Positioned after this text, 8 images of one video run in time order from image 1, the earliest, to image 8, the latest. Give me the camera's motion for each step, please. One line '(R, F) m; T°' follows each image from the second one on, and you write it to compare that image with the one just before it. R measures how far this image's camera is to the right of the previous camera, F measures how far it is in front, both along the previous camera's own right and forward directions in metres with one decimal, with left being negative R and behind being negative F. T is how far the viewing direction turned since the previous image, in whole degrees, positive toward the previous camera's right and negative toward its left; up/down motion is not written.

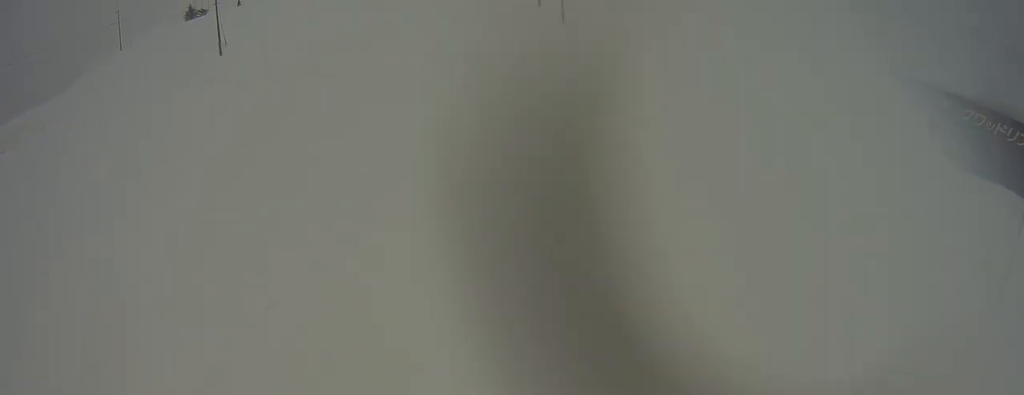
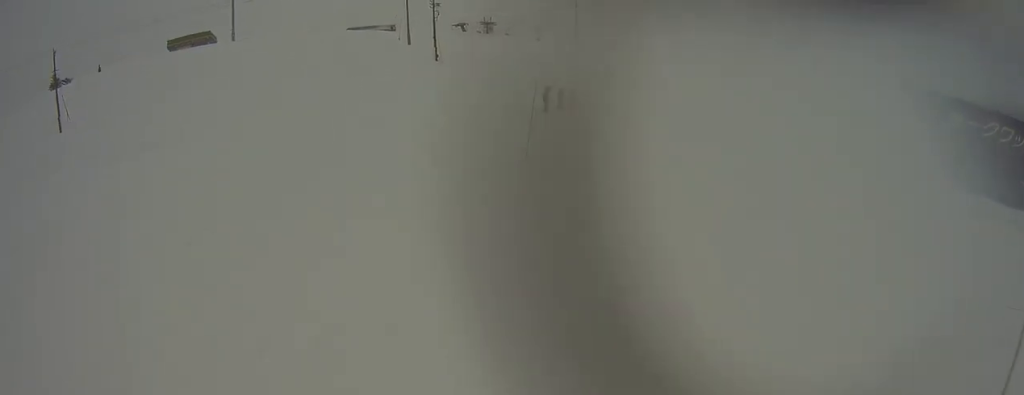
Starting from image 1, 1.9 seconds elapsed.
(+0.9, +9.9) m; +15°
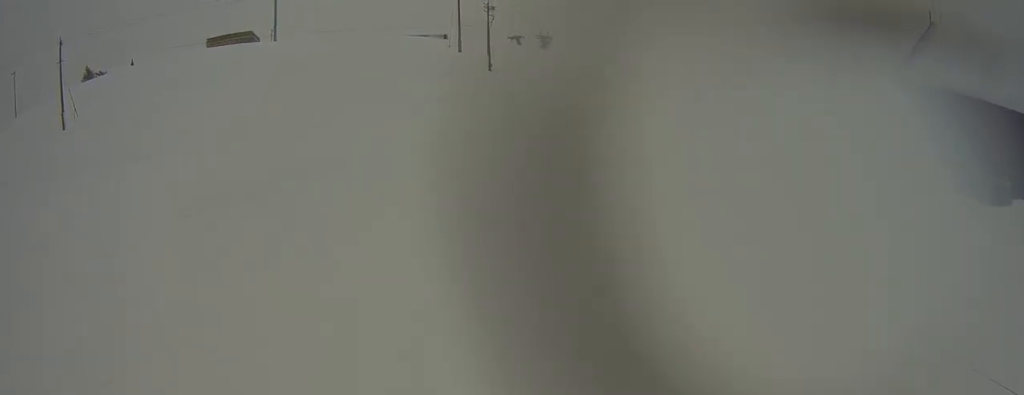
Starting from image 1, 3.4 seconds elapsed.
(+0.6, +7.0) m; +9°
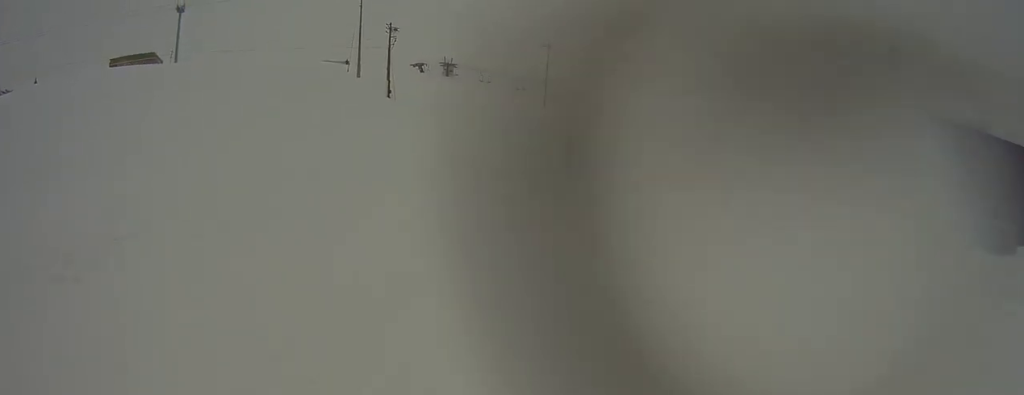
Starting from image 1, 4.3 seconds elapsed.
(+0.2, +4.2) m; +7°
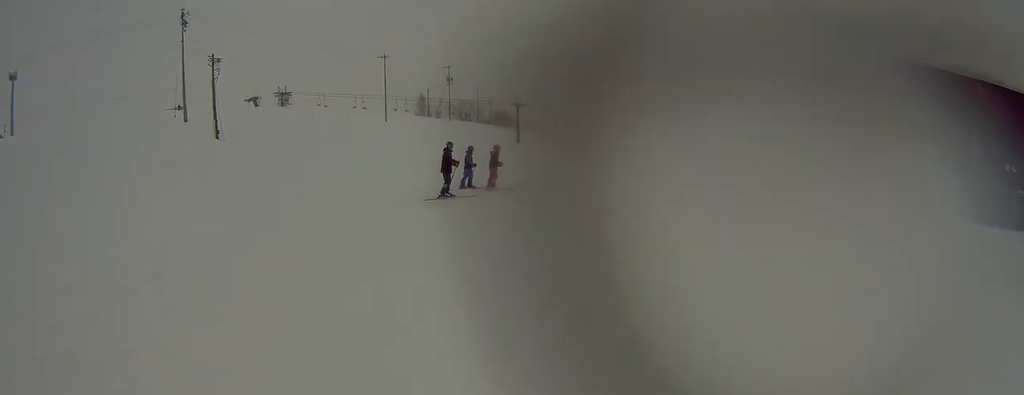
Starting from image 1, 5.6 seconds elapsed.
(+0.6, +6.7) m; +7°
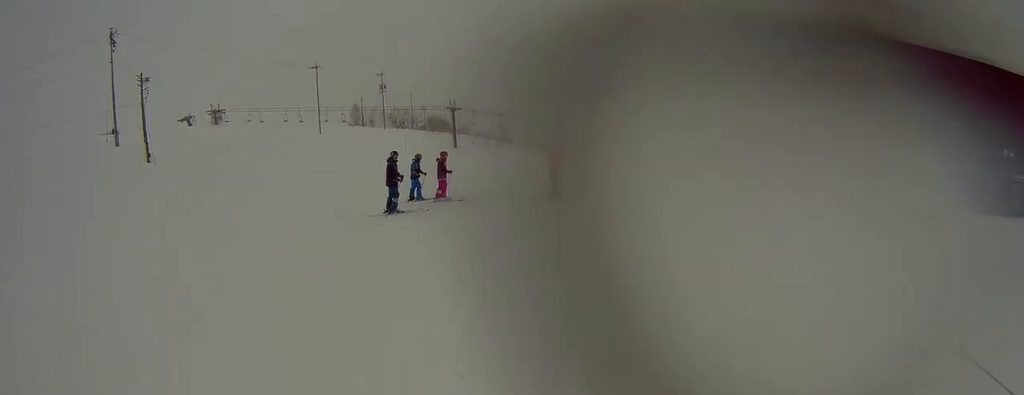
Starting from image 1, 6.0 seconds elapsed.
(-0.1, +2.1) m; +3°
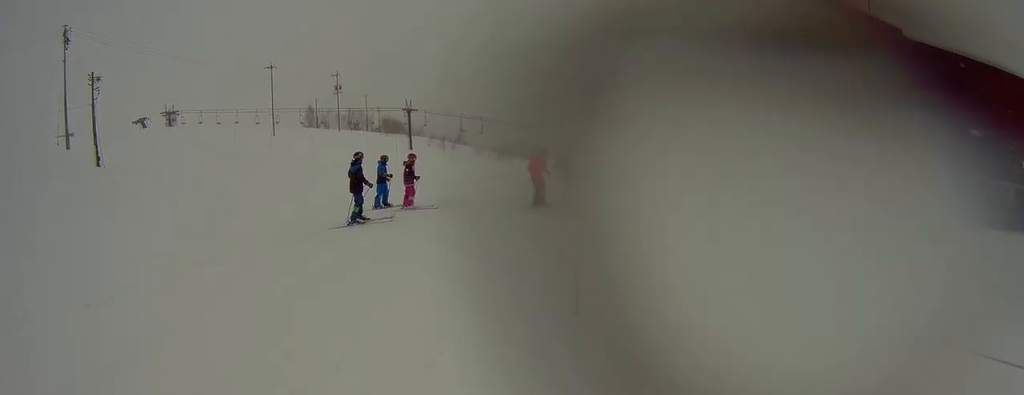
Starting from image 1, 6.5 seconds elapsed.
(+0.1, +2.1) m; 0°
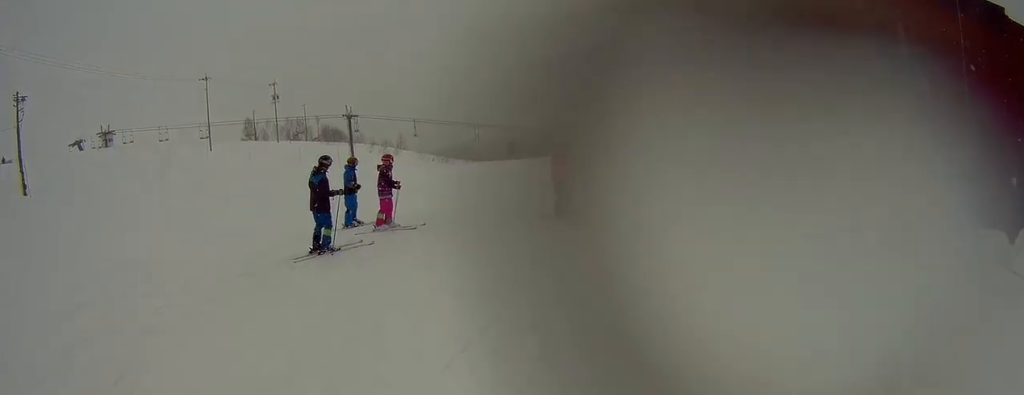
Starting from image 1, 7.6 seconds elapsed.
(+0.1, +4.1) m; -2°
